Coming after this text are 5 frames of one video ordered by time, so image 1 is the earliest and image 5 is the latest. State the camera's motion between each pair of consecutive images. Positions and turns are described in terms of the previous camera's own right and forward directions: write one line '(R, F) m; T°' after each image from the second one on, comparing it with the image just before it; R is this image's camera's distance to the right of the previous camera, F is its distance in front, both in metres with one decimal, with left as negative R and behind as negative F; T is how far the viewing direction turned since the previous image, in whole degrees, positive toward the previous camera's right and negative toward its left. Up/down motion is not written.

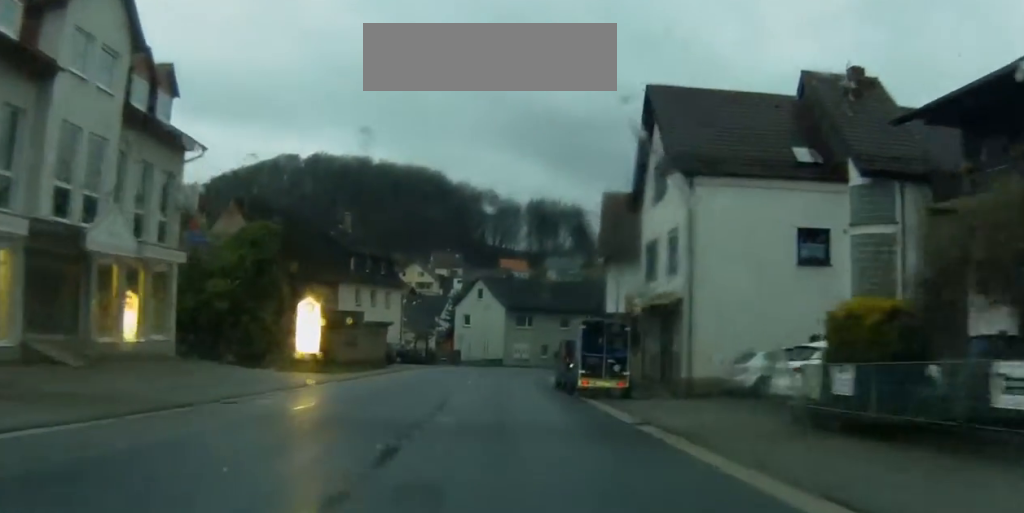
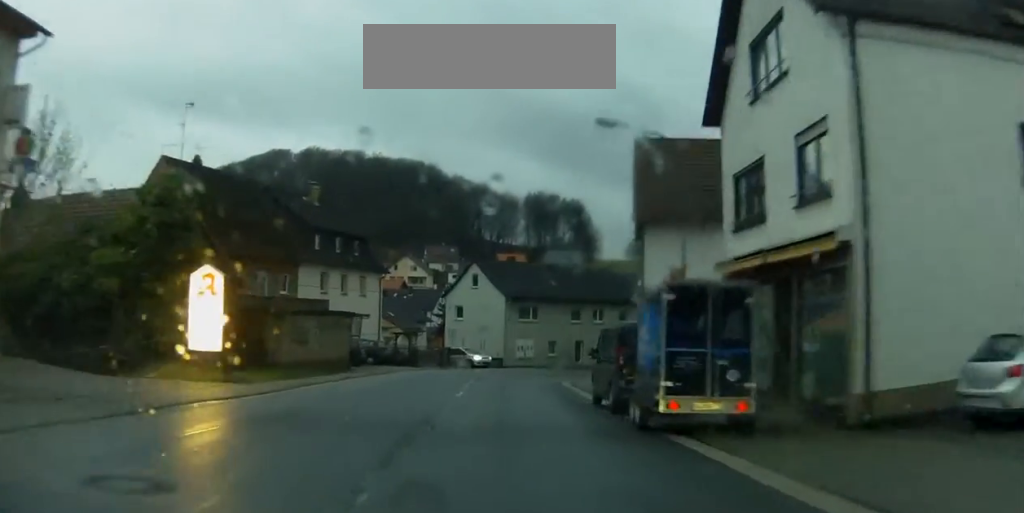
(-0.2, +13.1) m; 0°
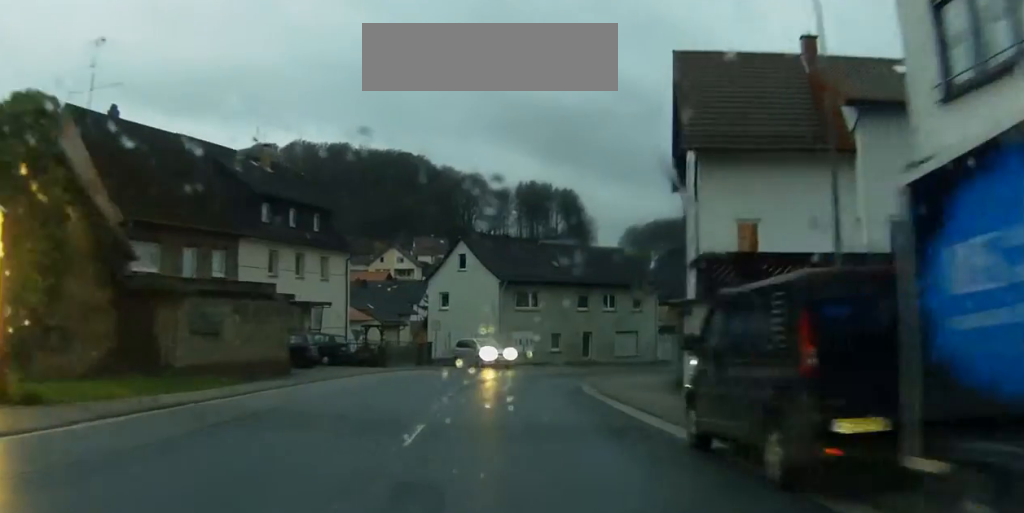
(-0.1, +12.3) m; 0°
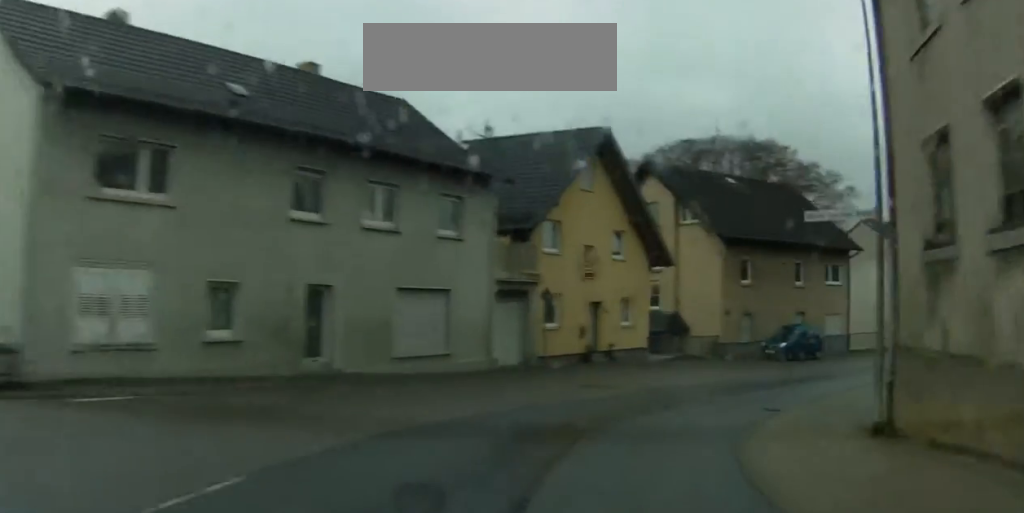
(+2.6, +41.2) m; +12°
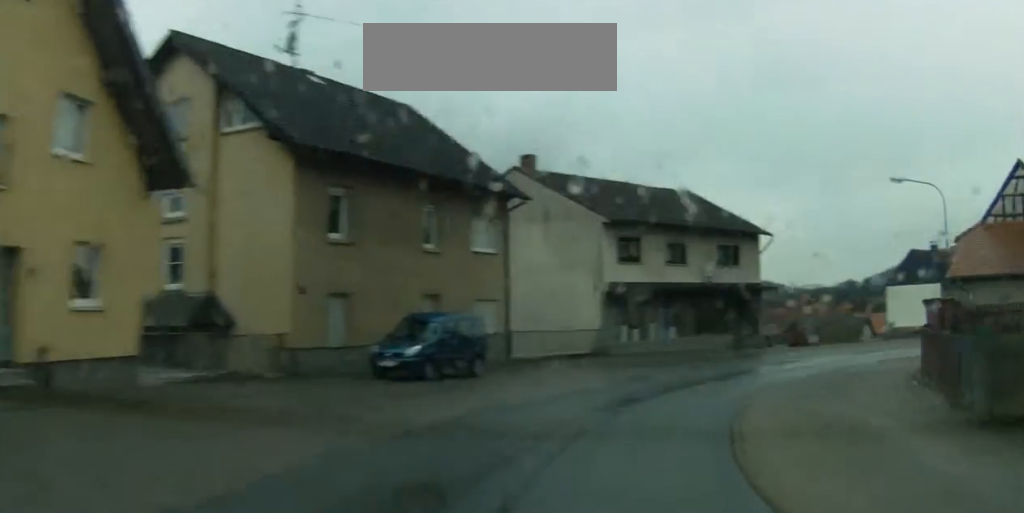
(+2.8, +22.0) m; +22°
